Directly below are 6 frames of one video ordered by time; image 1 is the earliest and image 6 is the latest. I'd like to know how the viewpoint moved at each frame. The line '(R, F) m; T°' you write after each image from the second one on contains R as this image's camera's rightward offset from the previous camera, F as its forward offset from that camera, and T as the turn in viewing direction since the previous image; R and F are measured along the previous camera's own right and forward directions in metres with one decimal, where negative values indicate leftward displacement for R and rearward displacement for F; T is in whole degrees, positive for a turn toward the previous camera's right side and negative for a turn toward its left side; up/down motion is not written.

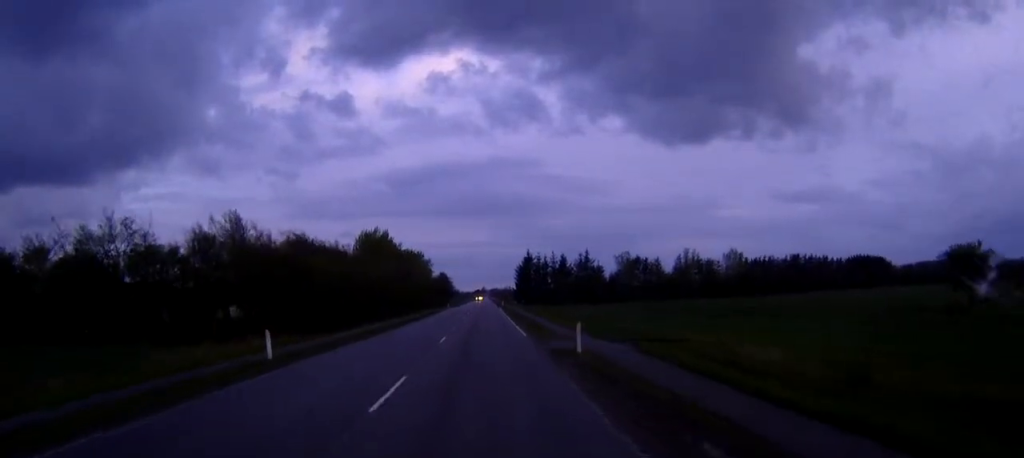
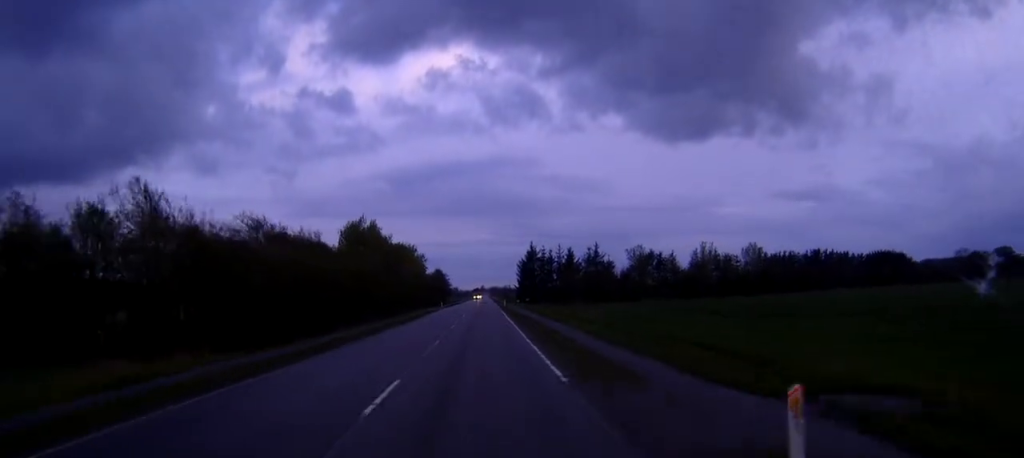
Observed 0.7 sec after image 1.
(0.0, +15.8) m; 0°
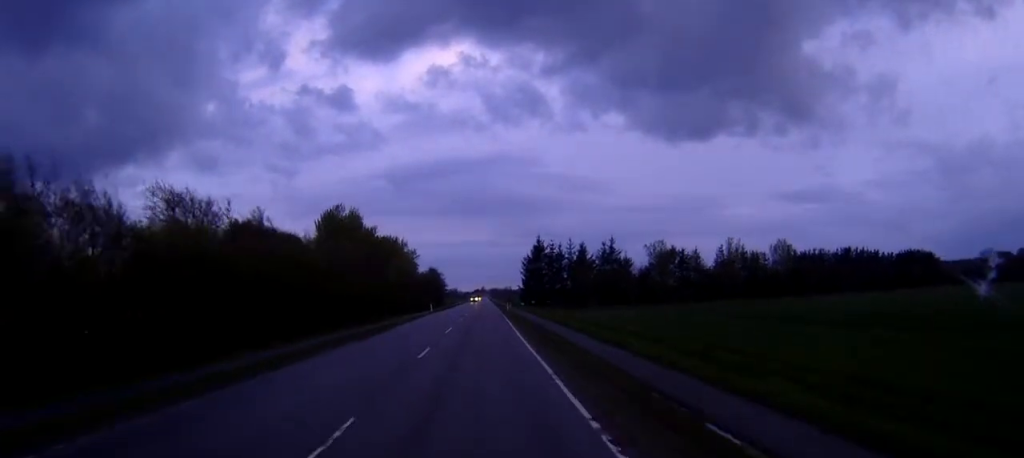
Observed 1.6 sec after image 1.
(0.0, +19.6) m; 0°
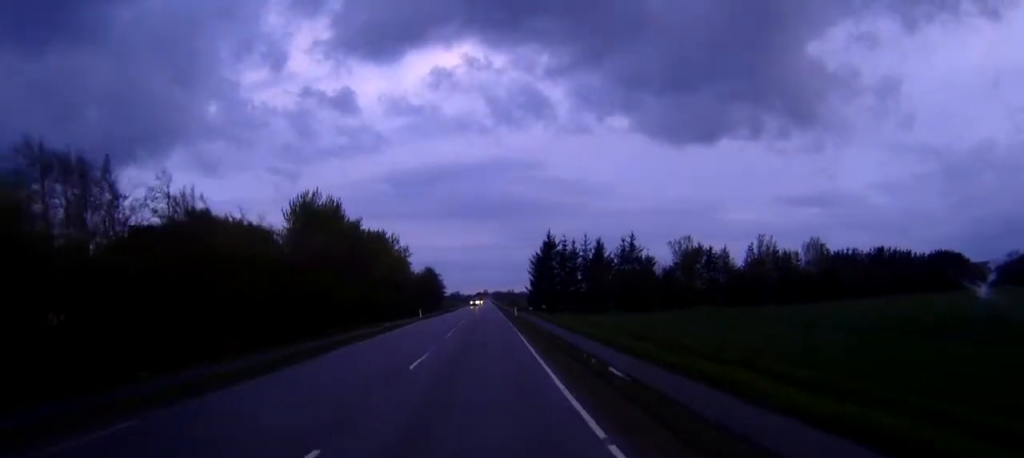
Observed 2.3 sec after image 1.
(0.0, +17.3) m; 0°
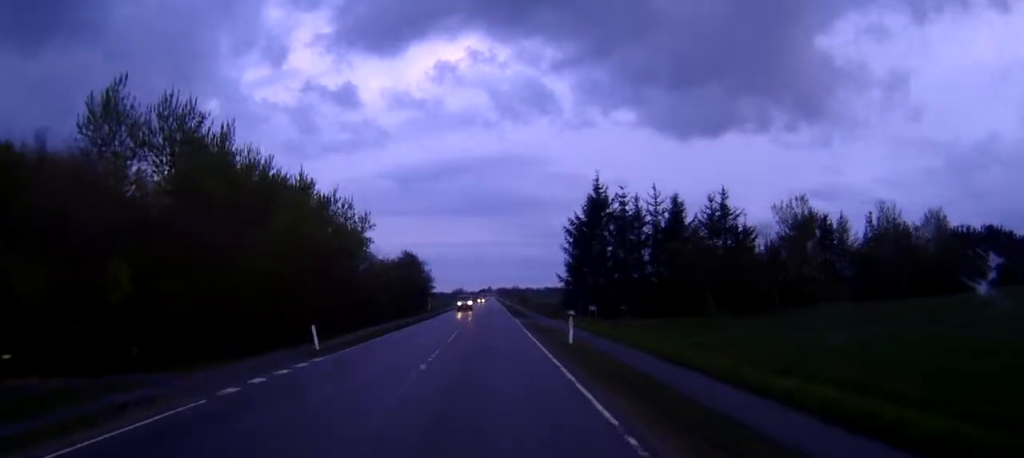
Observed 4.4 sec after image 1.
(-0.2, +46.0) m; 0°
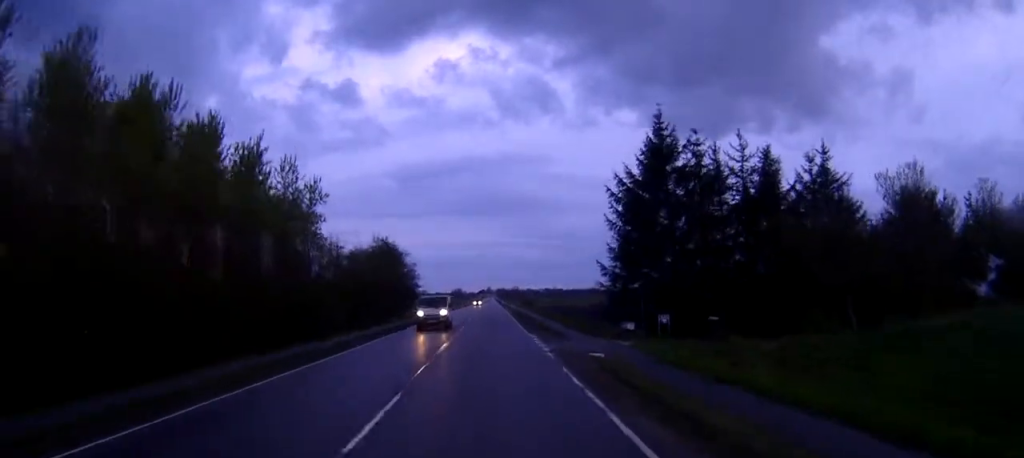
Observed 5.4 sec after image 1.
(0.0, +24.2) m; 0°
